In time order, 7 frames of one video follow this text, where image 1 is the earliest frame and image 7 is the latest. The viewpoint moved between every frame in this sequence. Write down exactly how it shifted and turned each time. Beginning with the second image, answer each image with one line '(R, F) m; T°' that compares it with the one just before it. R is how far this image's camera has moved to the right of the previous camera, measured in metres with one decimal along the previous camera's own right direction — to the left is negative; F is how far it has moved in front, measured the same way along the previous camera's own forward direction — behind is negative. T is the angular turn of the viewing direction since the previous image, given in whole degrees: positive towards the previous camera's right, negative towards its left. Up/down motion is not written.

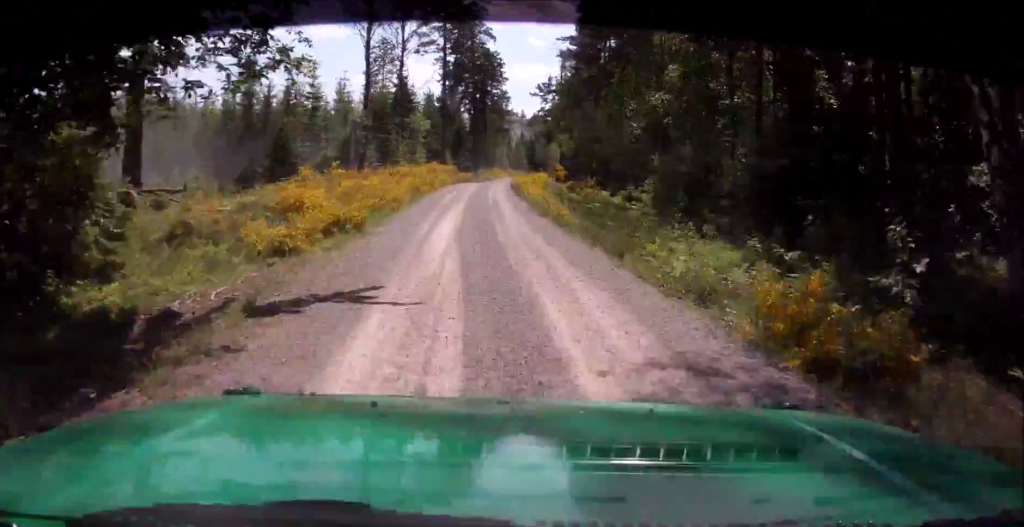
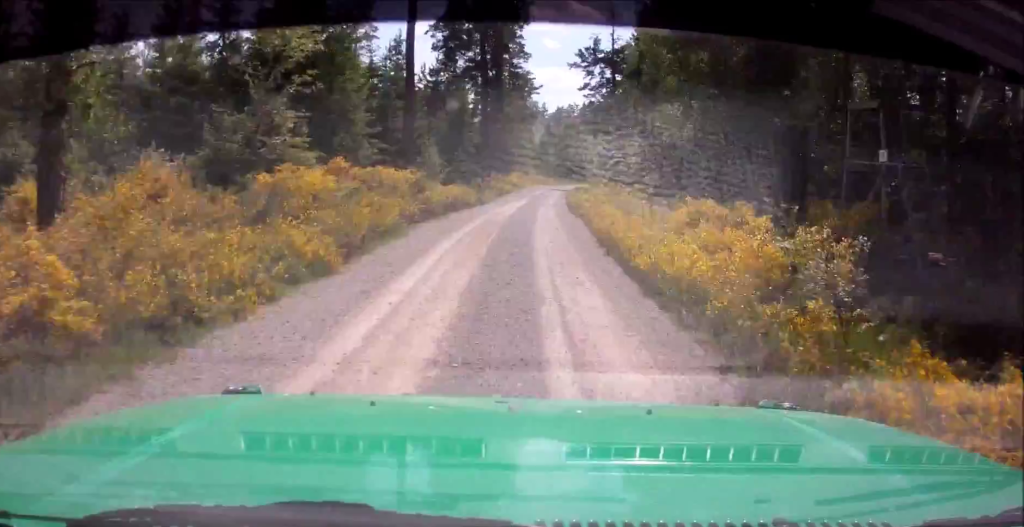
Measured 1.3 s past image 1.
(+0.5, +43.2) m; +2°
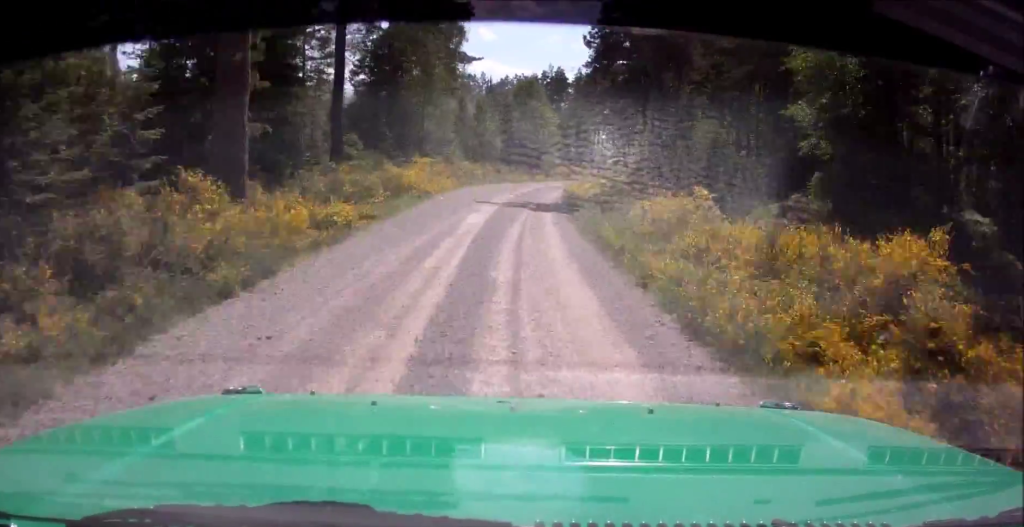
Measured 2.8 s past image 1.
(+1.8, +47.9) m; +5°
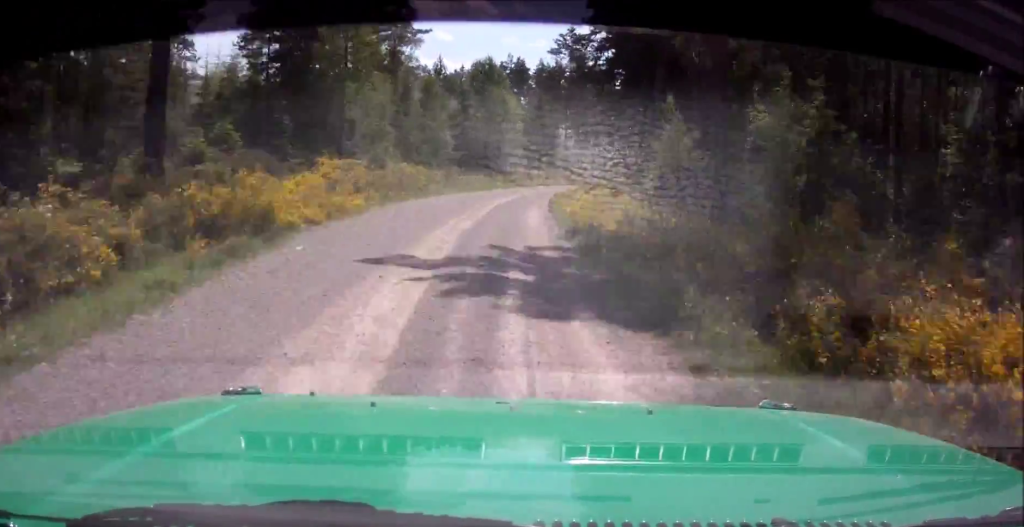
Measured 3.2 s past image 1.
(+0.1, +13.8) m; +2°
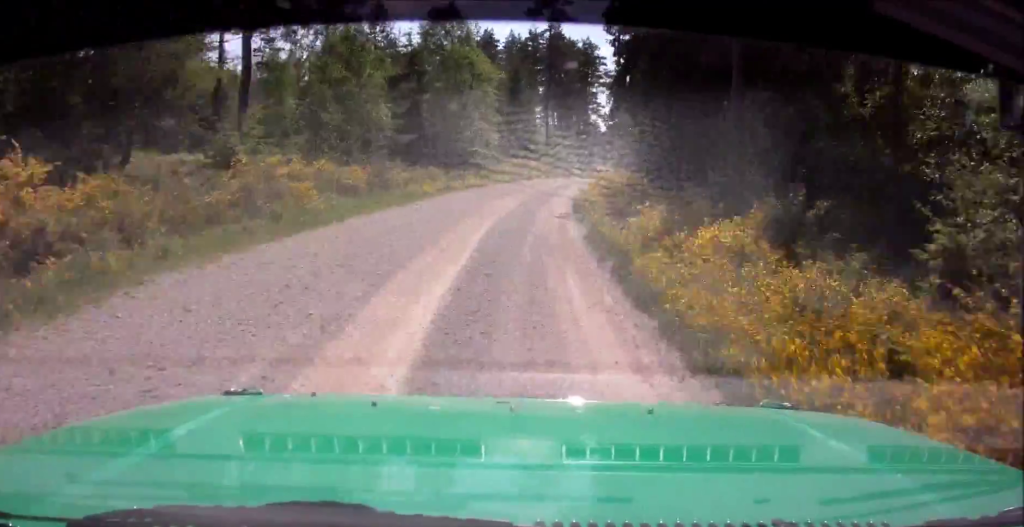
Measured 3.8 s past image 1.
(+0.5, +18.4) m; +3°
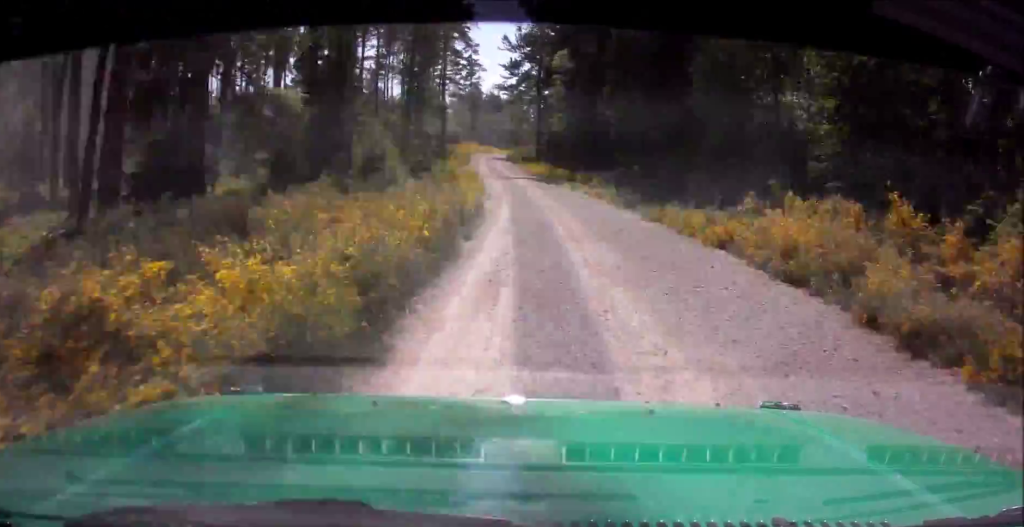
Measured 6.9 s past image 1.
(+8.5, +110.4) m; +4°
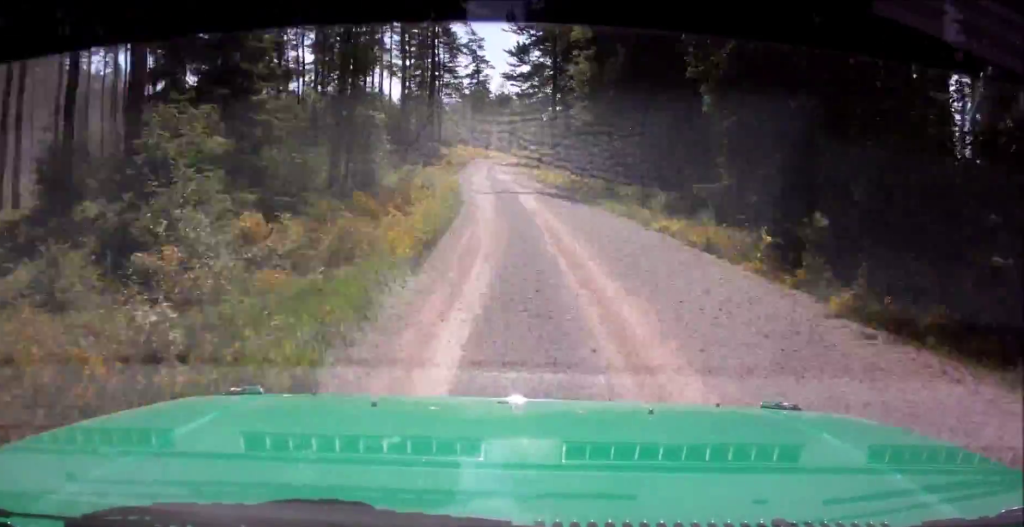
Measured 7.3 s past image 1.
(-0.2, +17.2) m; -1°
